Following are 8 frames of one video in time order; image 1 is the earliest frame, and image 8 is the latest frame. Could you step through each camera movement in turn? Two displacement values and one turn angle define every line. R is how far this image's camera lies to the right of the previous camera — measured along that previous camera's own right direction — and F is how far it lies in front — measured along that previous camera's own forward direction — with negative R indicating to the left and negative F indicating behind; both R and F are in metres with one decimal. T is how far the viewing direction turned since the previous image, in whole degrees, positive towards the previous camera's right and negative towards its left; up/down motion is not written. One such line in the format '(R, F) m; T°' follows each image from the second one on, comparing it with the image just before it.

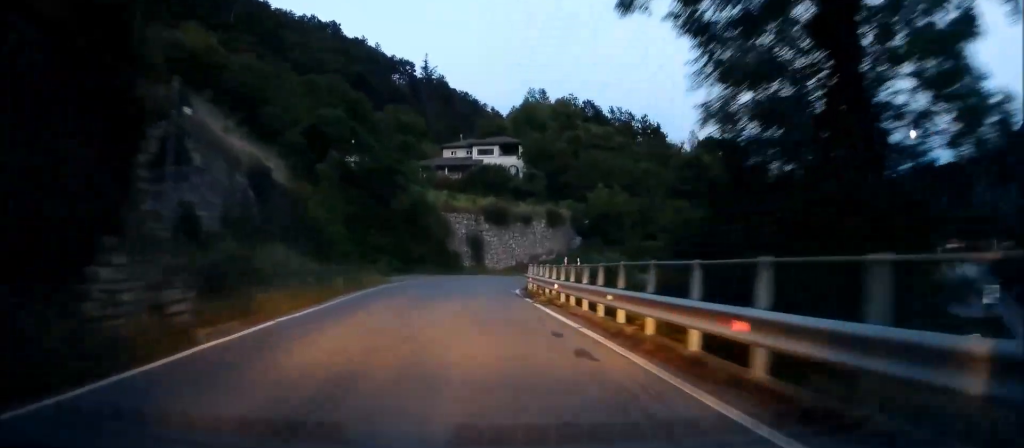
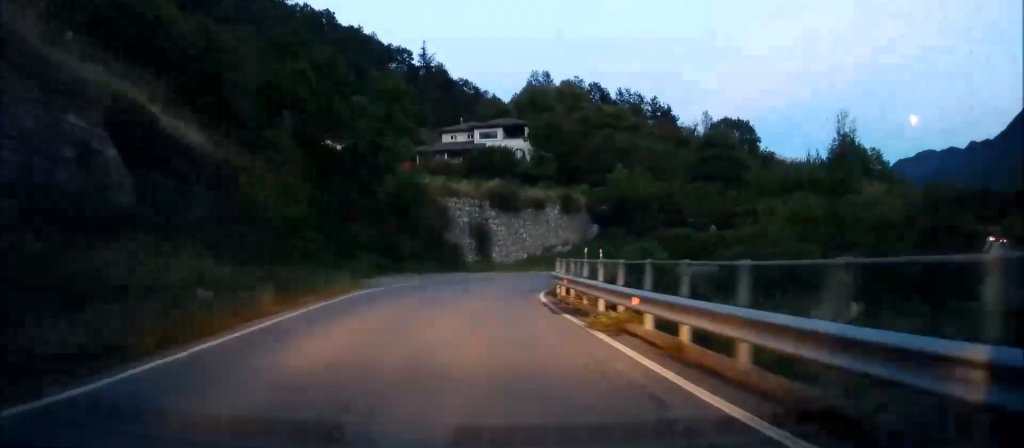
(-0.1, +8.4) m; 0°
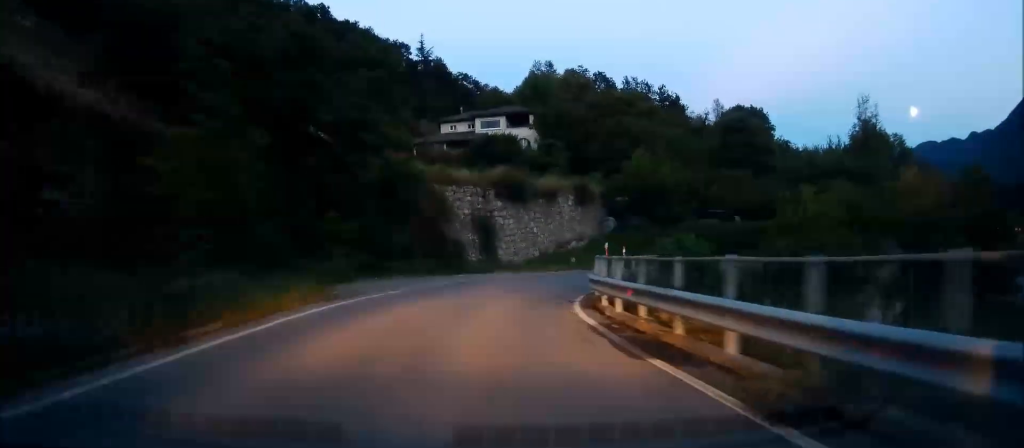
(-0.1, +6.5) m; +1°
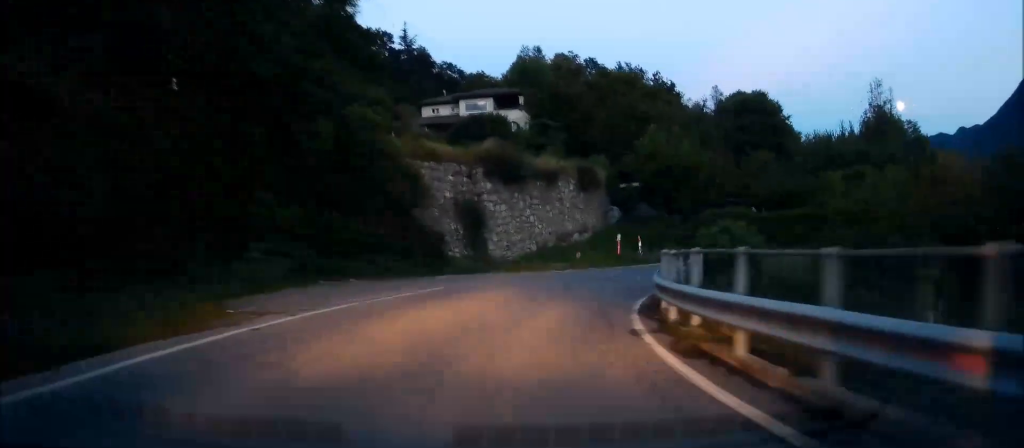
(+0.4, +7.5) m; +4°
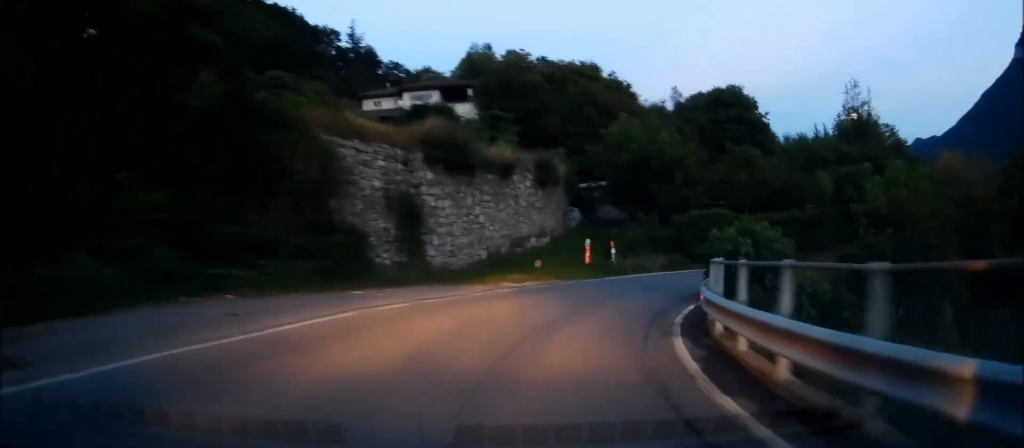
(0.0, +6.2) m; +8°
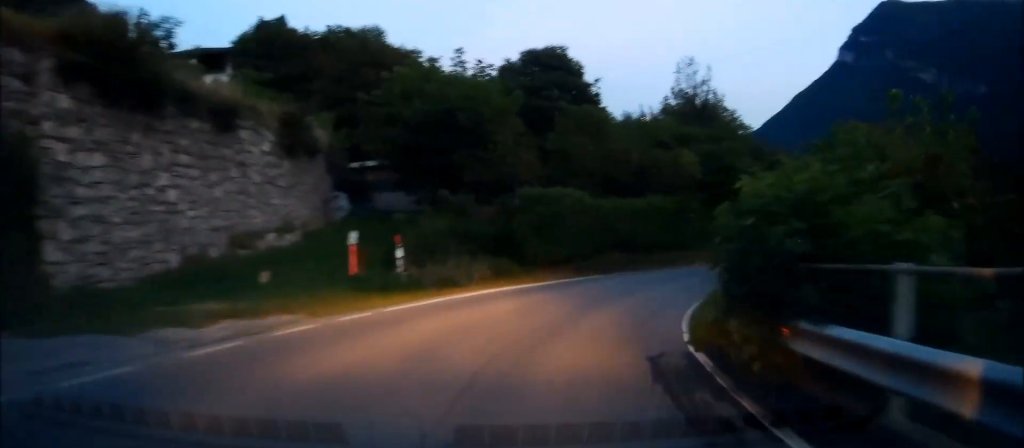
(+2.3, +12.8) m; +16°
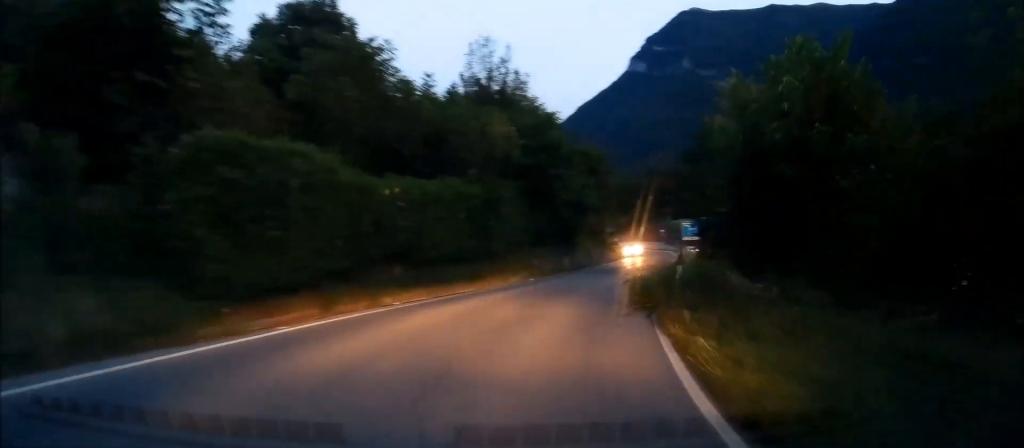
(+1.5, +12.0) m; +17°
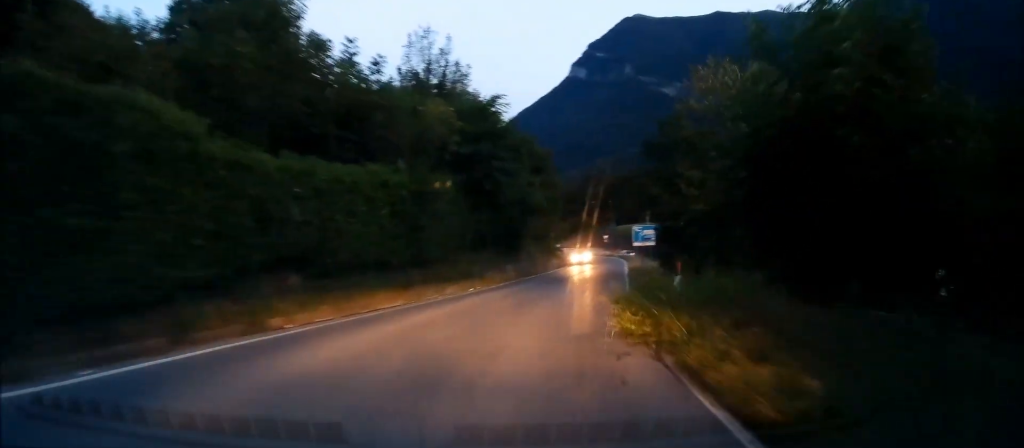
(+0.3, +4.4) m; +6°
